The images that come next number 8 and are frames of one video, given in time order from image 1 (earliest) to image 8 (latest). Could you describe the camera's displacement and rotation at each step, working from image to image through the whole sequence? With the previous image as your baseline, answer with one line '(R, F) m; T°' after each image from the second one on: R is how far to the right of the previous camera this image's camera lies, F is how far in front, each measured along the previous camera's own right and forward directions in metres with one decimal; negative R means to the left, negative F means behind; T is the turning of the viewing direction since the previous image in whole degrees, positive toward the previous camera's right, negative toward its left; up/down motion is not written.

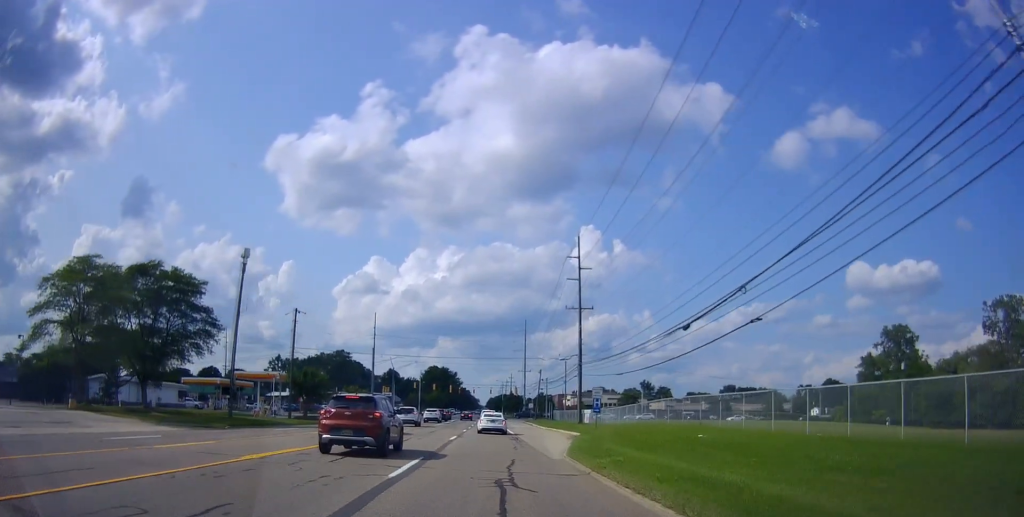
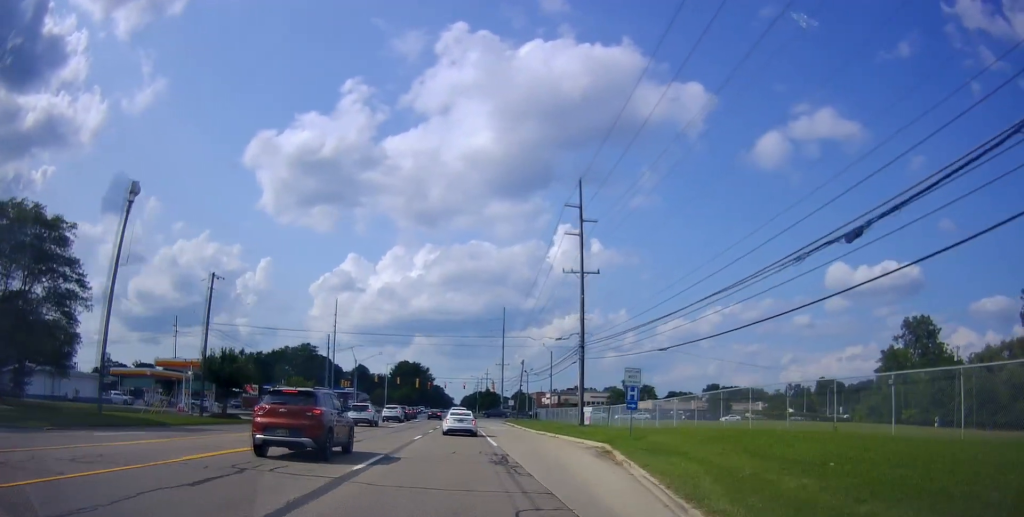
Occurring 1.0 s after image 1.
(+0.4, +16.4) m; +1°
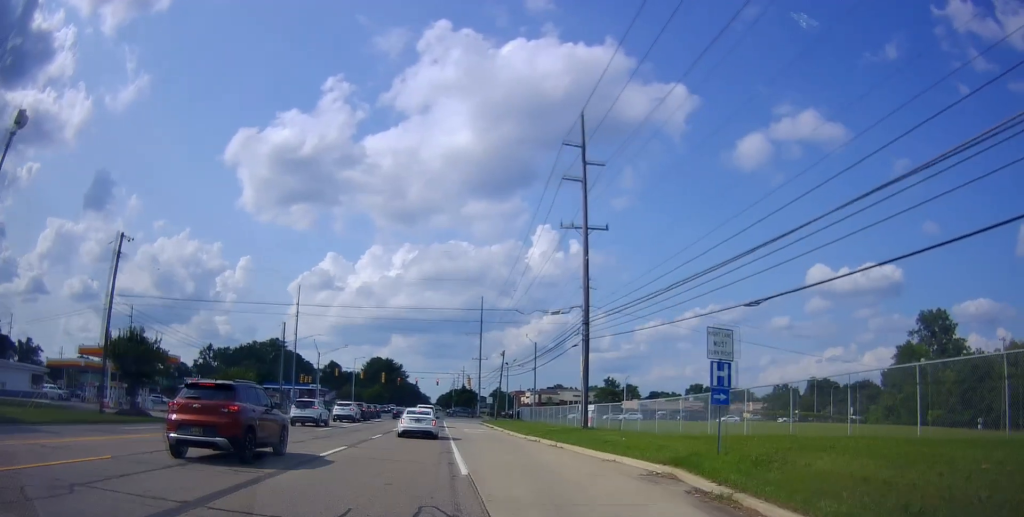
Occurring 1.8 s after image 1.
(0.0, +12.1) m; 0°
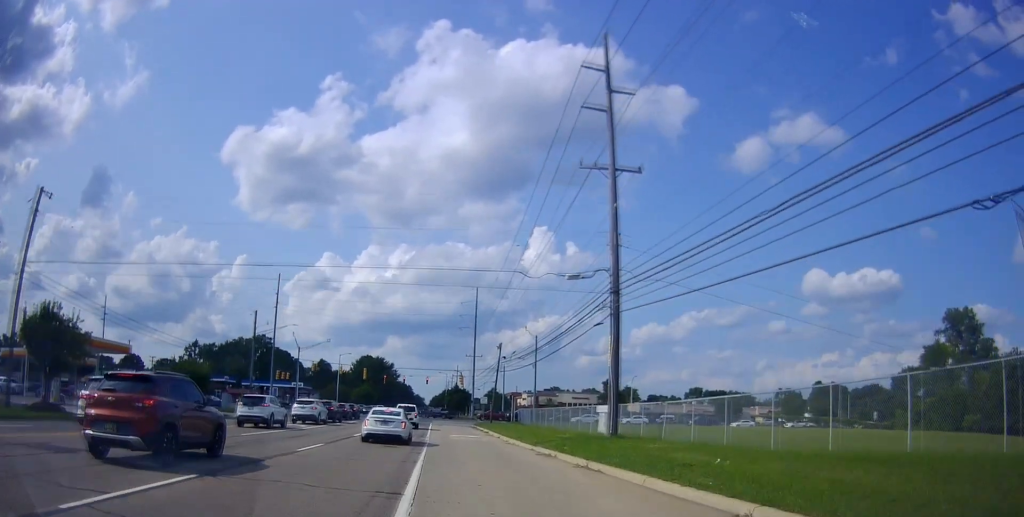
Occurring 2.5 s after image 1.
(0.0, +9.8) m; 0°
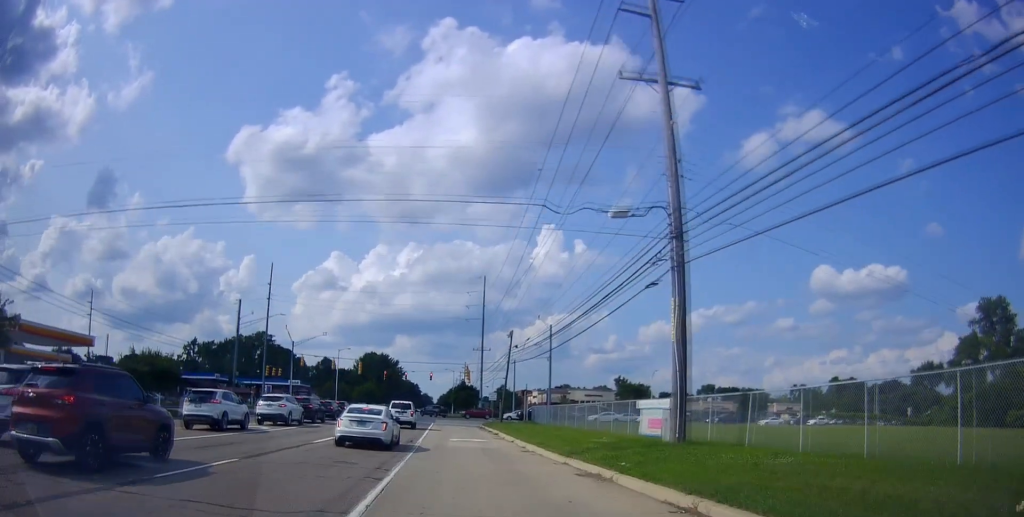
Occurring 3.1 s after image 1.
(0.0, +7.9) m; 0°
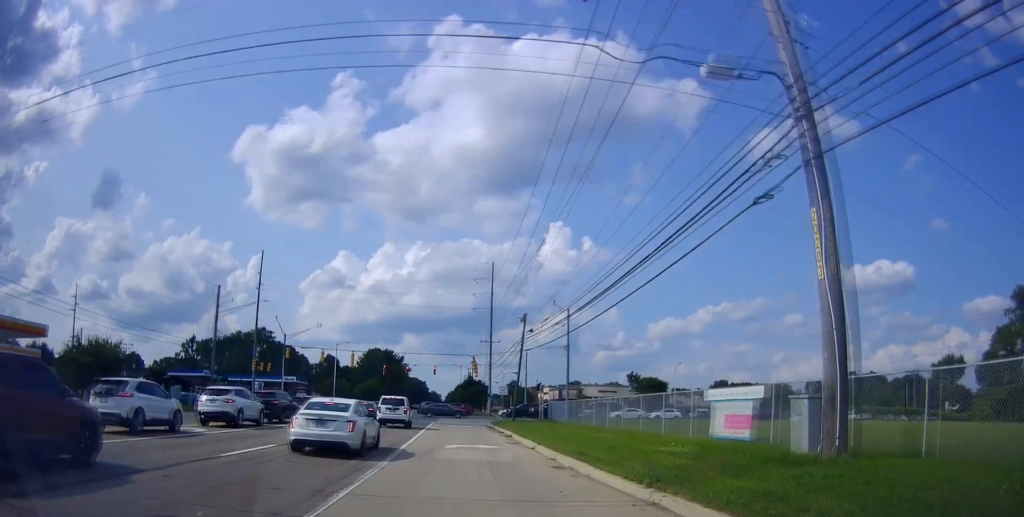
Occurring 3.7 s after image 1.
(0.0, +8.3) m; 0°
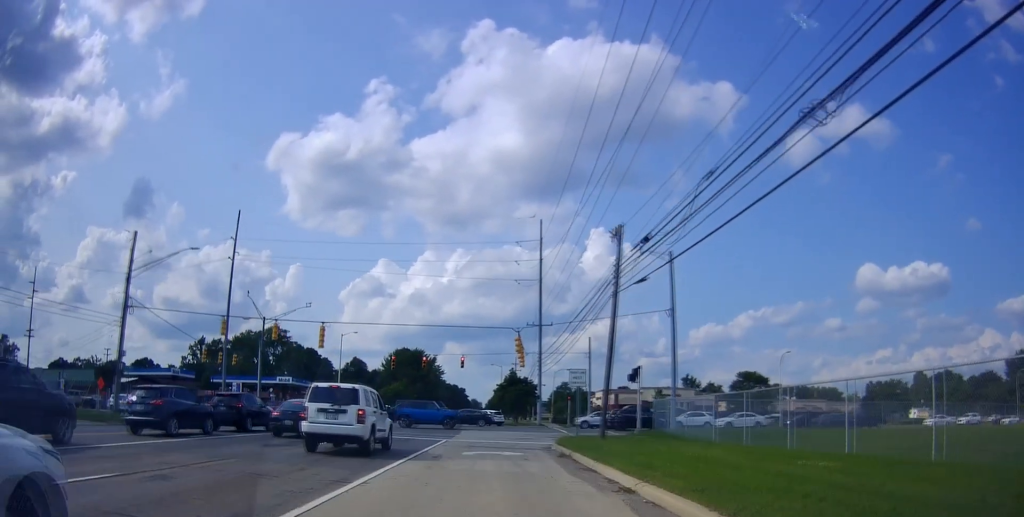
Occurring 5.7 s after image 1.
(0.0, +24.6) m; 0°
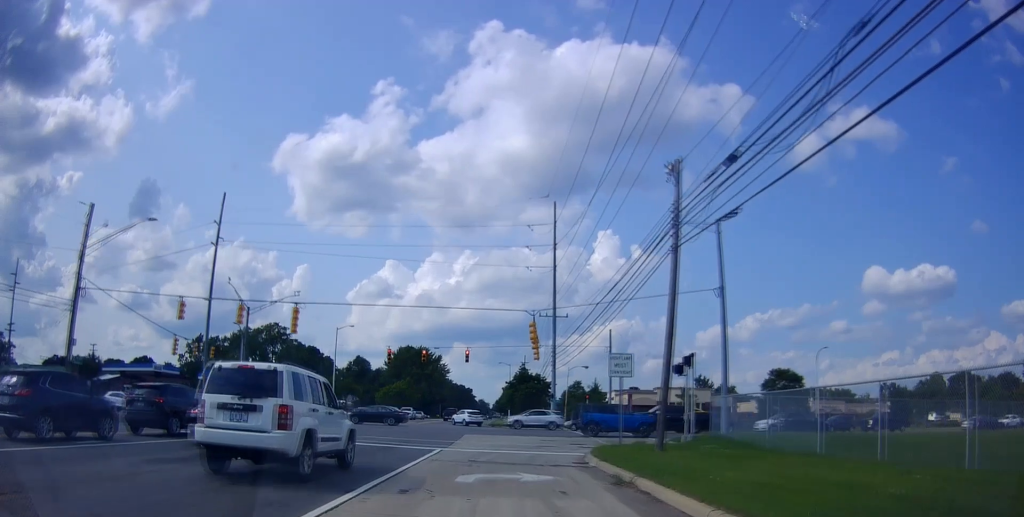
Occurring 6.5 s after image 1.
(0.0, +7.4) m; 0°
